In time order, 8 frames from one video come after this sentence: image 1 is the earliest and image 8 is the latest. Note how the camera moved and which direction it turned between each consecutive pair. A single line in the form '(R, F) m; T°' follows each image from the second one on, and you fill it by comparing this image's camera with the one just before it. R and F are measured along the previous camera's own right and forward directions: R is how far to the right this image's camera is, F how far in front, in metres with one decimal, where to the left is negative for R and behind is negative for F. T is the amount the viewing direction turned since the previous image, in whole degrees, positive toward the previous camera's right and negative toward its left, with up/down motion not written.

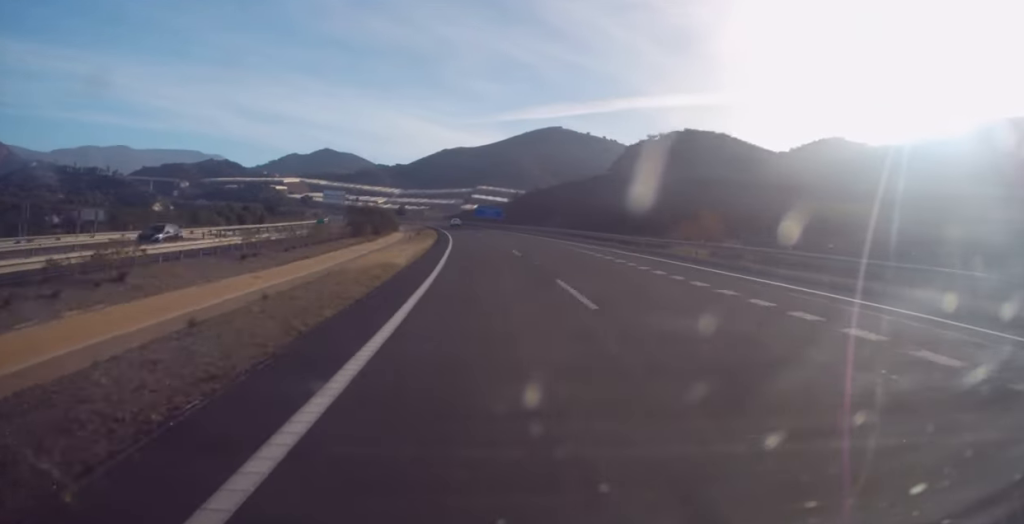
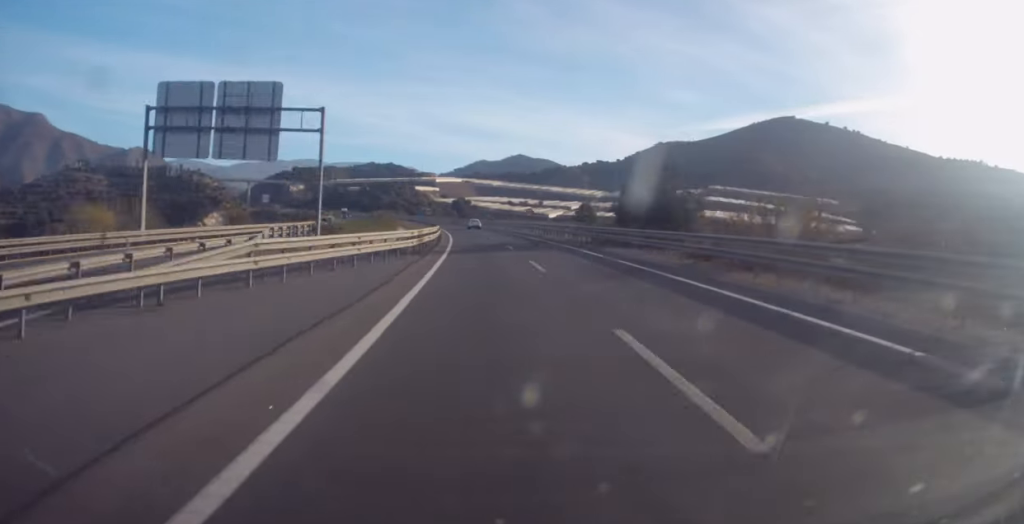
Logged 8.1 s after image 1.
(-39.5, +259.5) m; -16°
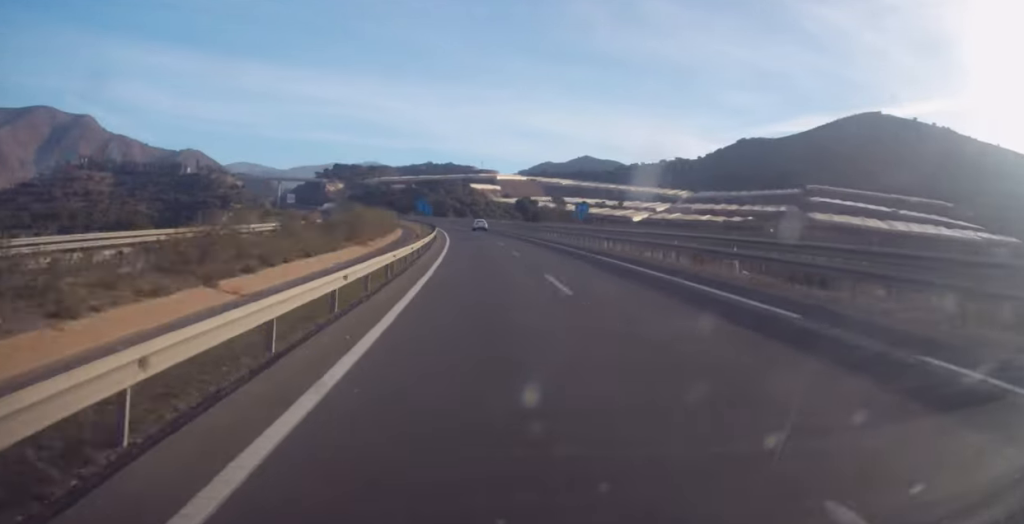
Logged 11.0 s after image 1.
(-5.5, +94.9) m; -6°
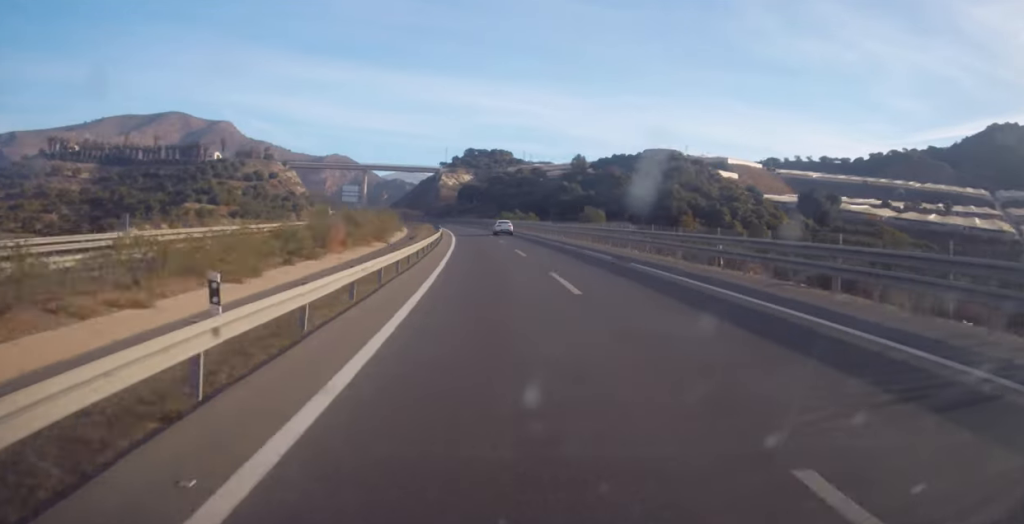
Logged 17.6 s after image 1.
(-27.1, +213.2) m; -13°
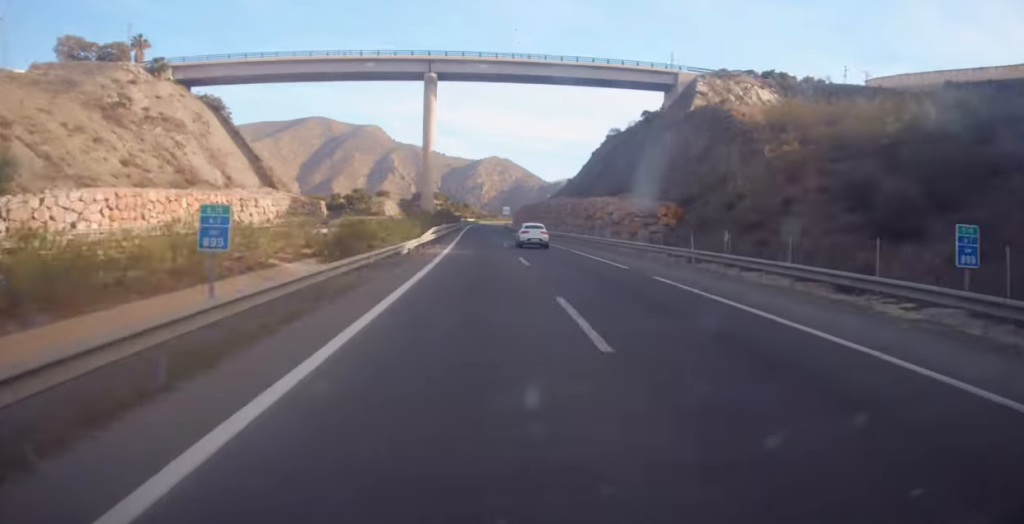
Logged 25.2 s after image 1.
(-27.6, +245.7) m; -7°
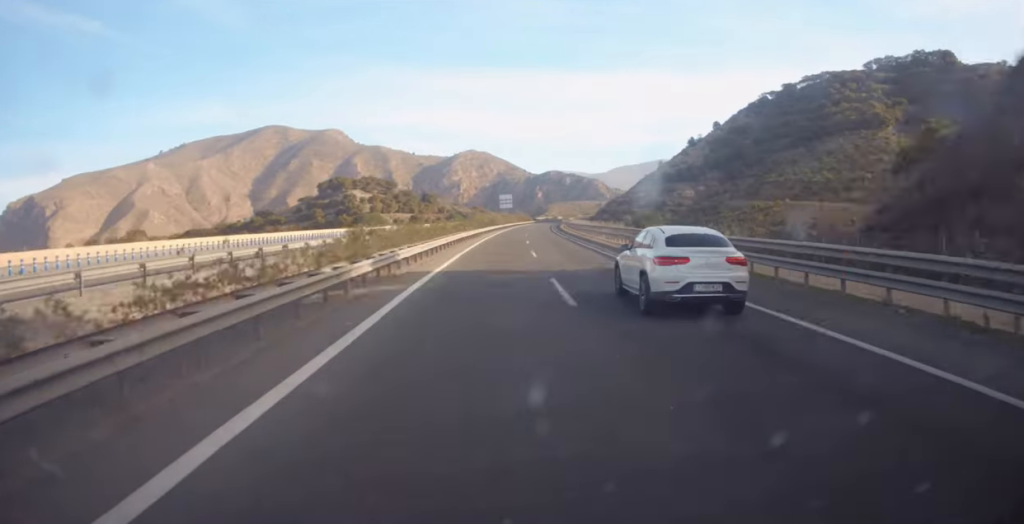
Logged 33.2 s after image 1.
(-1.2, +261.0) m; +4°
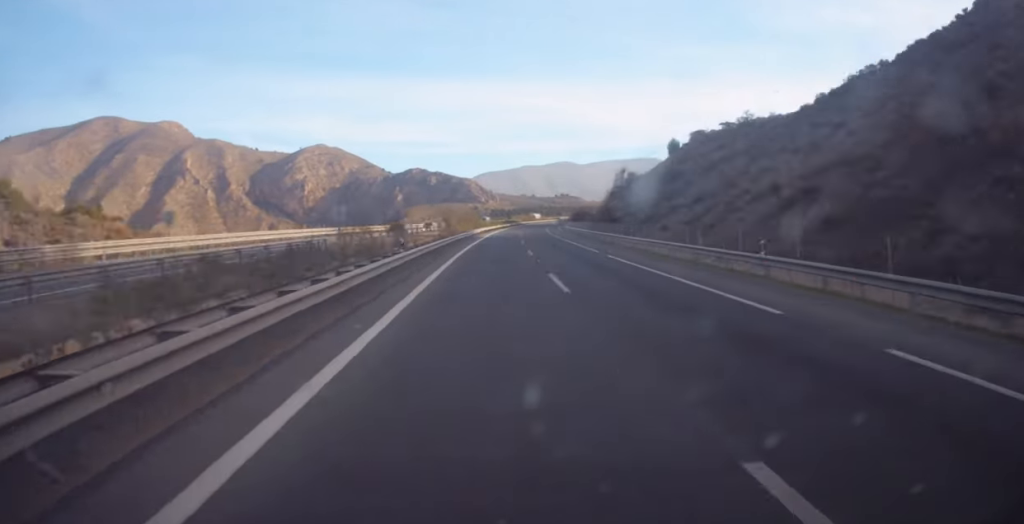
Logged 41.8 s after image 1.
(+23.0, +281.5) m; +11°
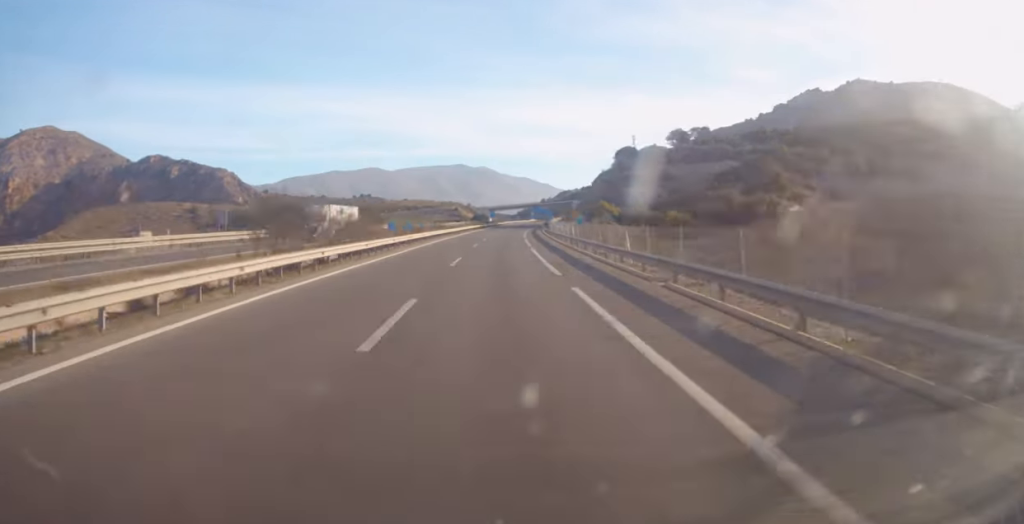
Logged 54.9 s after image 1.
(+62.3, +414.4) m; +16°
